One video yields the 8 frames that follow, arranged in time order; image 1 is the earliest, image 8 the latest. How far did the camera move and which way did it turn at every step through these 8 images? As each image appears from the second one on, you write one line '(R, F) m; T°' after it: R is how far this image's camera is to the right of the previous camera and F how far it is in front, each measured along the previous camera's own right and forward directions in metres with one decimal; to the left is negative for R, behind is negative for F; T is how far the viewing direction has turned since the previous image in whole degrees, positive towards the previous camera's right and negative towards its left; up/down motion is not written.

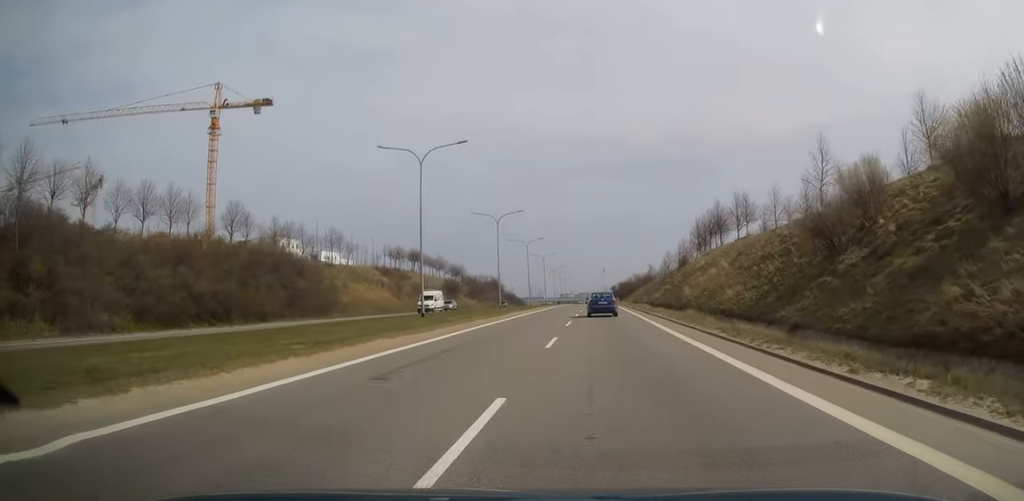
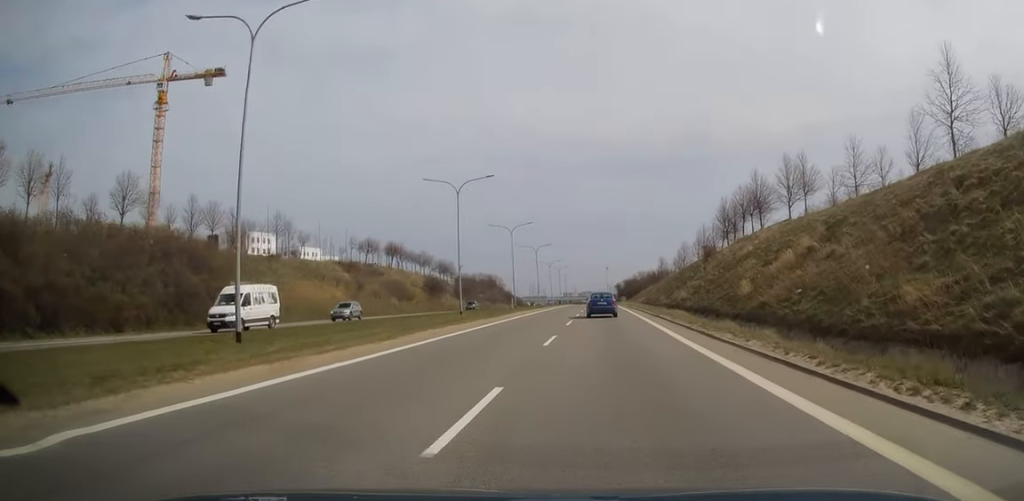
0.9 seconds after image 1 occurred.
(-0.1, +22.7) m; 0°
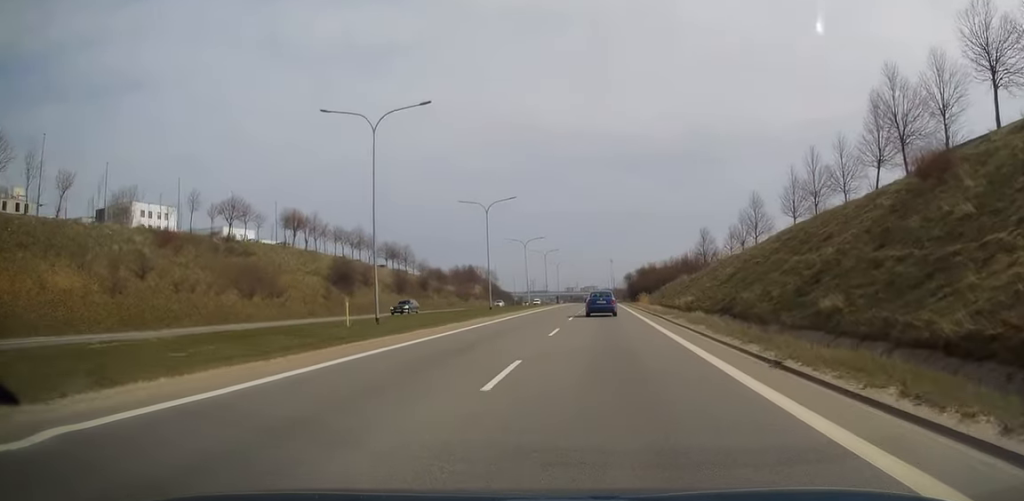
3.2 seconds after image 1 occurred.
(0.0, +55.6) m; 0°
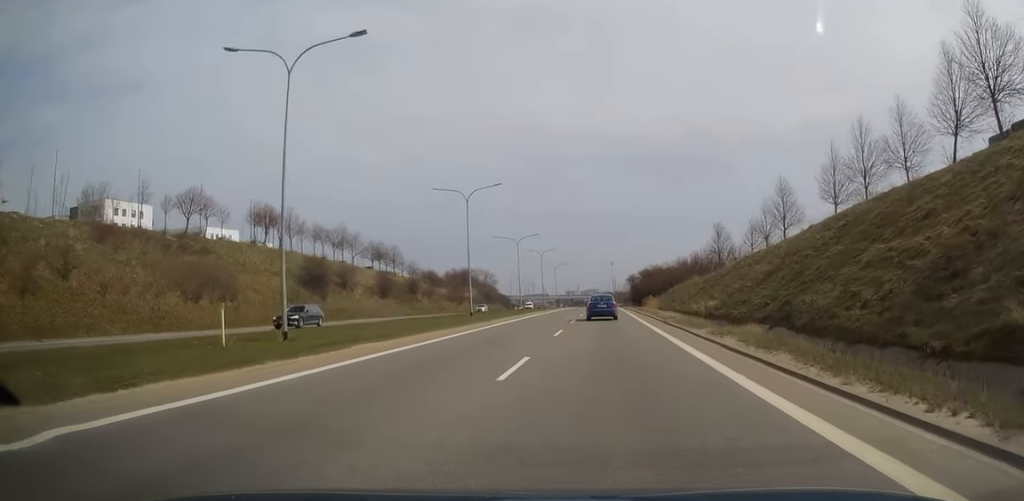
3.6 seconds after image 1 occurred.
(+0.1, +10.4) m; 0°
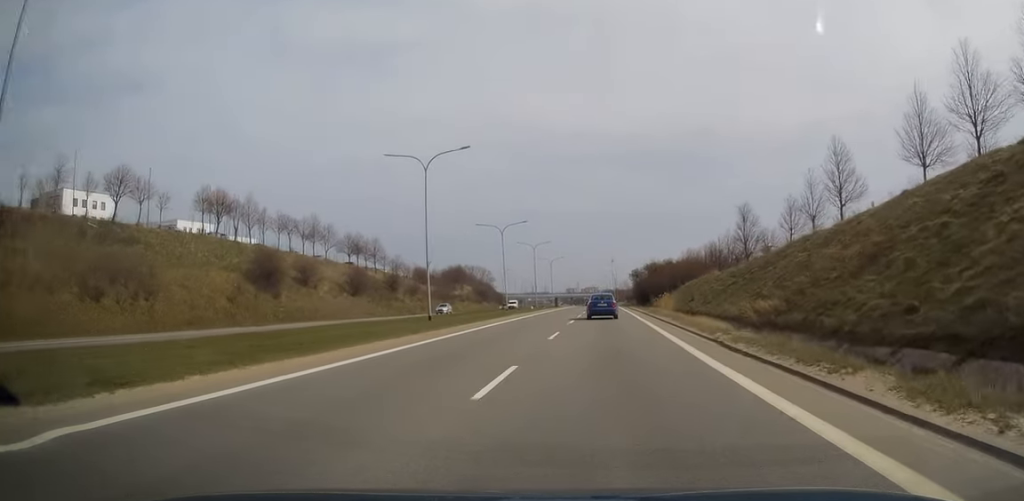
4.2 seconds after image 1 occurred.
(-0.2, +14.0) m; 0°
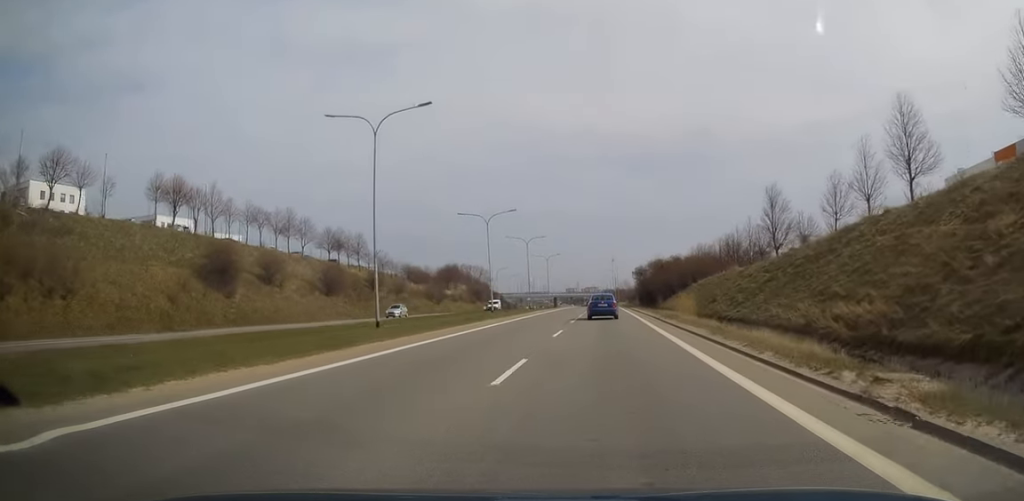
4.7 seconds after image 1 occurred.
(-0.1, +10.4) m; 0°
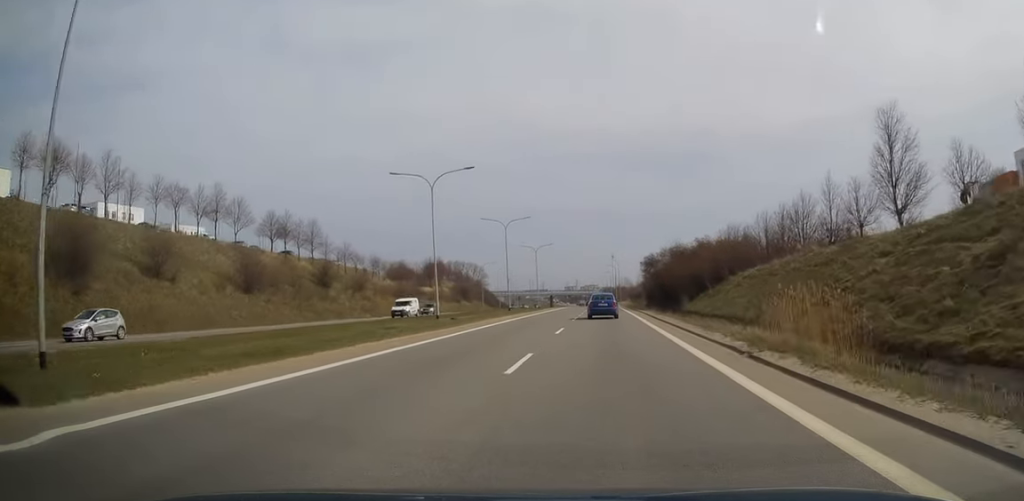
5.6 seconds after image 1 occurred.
(+0.4, +22.4) m; 0°
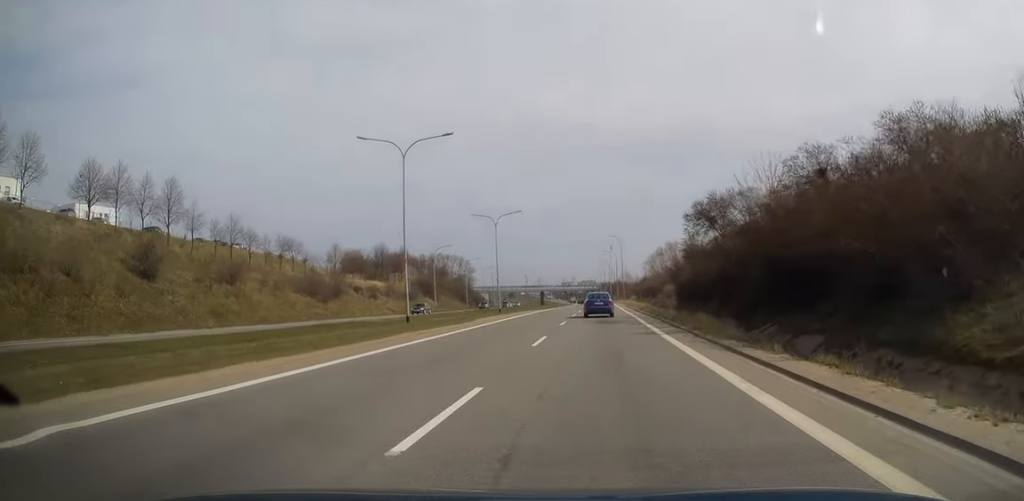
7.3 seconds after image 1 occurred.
(-0.8, +41.5) m; 0°
